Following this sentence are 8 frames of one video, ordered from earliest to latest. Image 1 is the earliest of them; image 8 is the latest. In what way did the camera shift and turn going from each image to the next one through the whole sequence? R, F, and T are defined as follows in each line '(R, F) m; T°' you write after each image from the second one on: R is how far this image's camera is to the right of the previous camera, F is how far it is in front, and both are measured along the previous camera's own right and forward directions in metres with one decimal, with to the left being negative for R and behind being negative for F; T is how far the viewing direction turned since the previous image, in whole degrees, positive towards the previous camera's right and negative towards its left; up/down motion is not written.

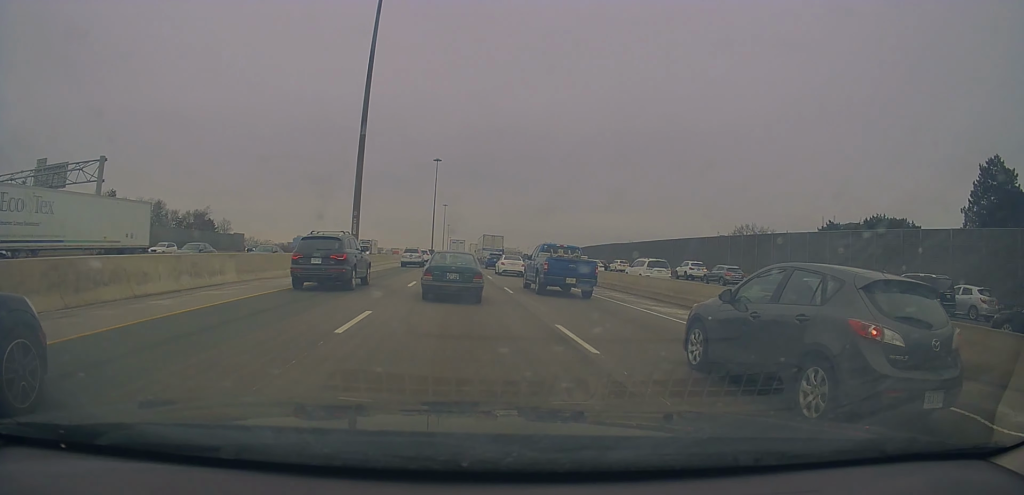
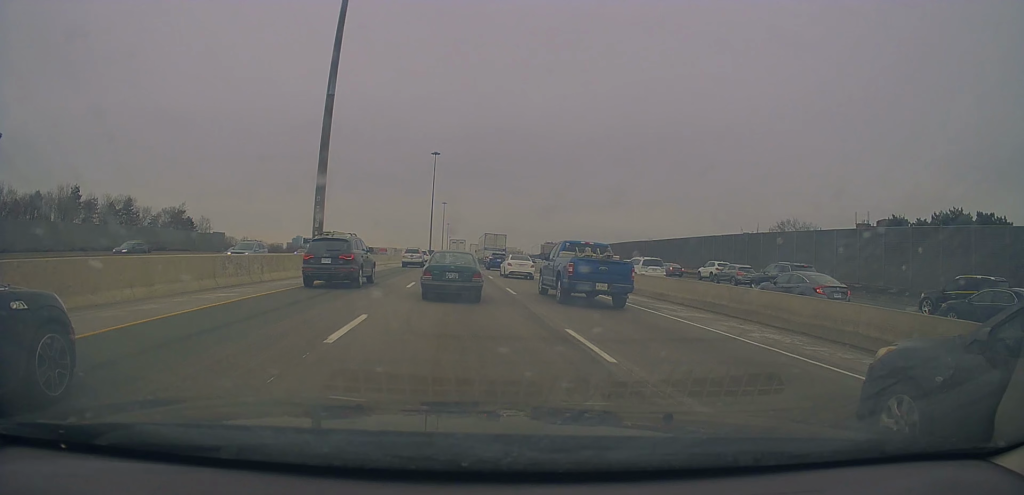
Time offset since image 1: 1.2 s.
(0.0, +13.5) m; +1°
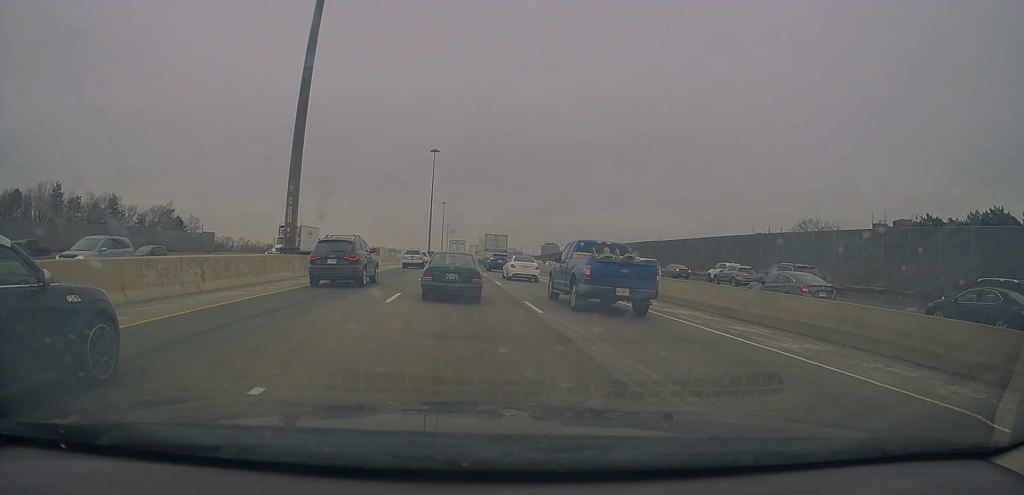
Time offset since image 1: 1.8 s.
(+0.1, +6.6) m; 0°
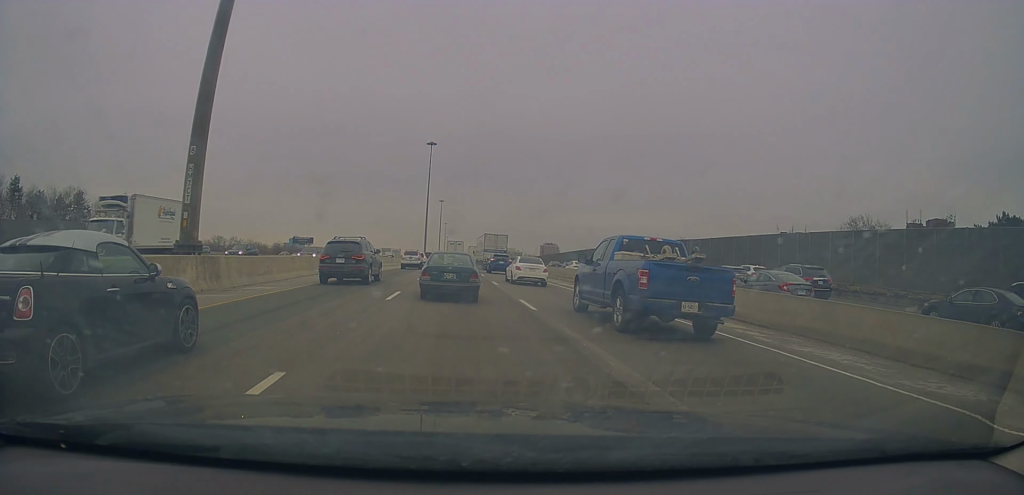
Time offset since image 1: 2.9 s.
(0.0, +12.4) m; 0°
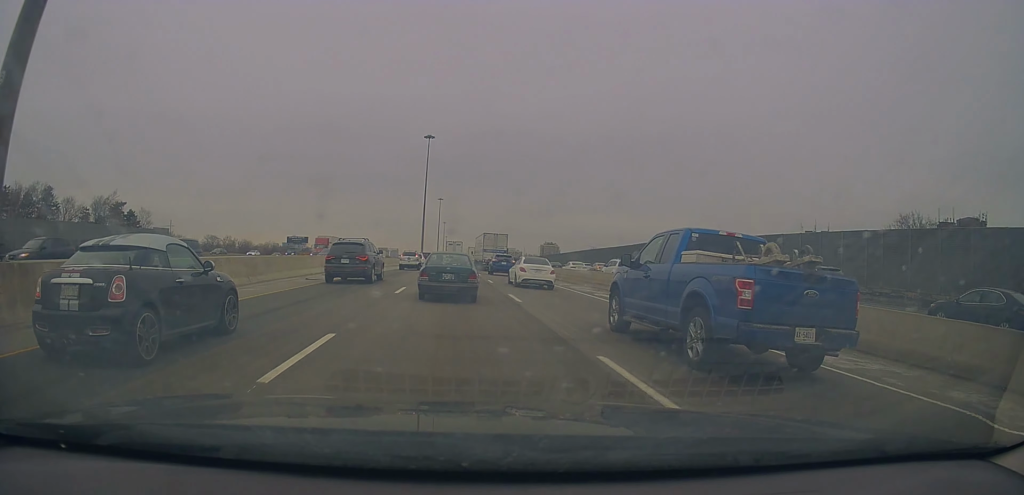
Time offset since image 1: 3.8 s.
(+0.1, +10.1) m; 0°
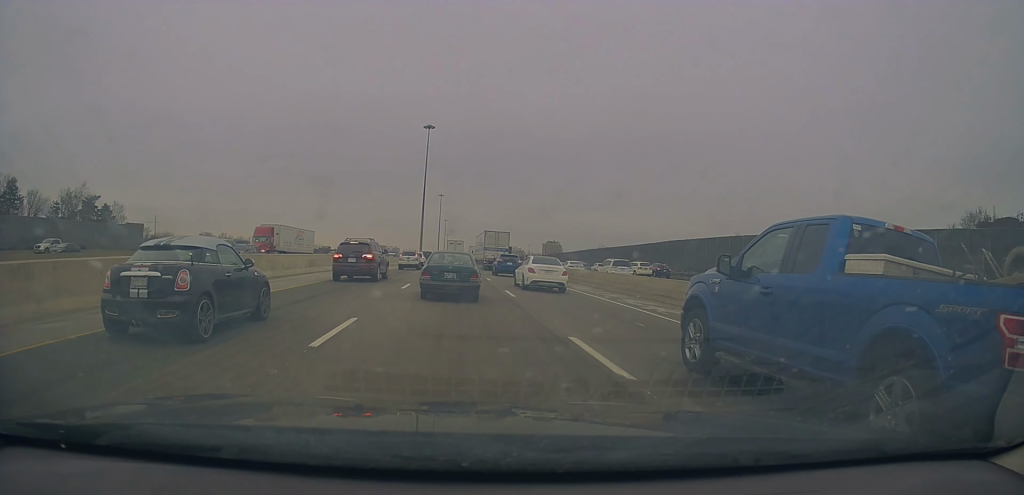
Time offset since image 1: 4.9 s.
(-0.1, +11.3) m; -1°
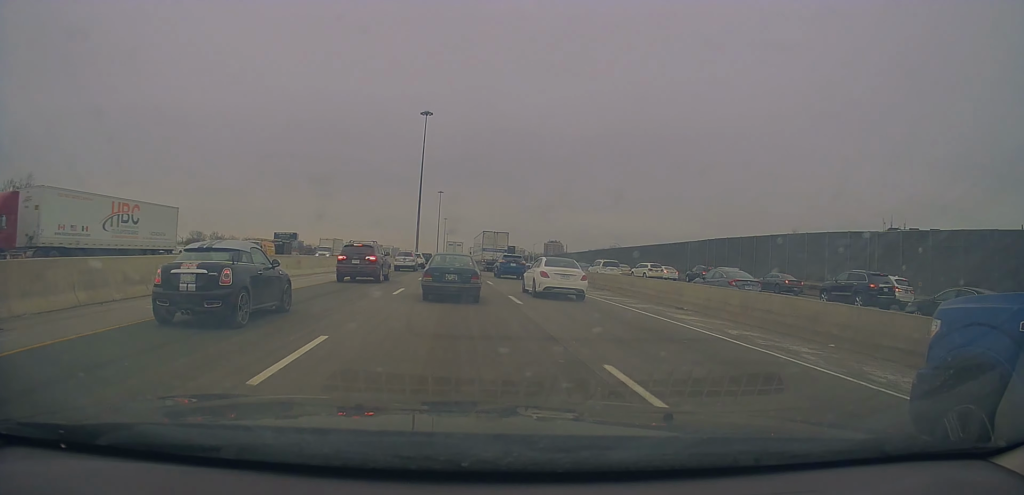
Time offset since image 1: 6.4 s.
(0.0, +16.3) m; +2°
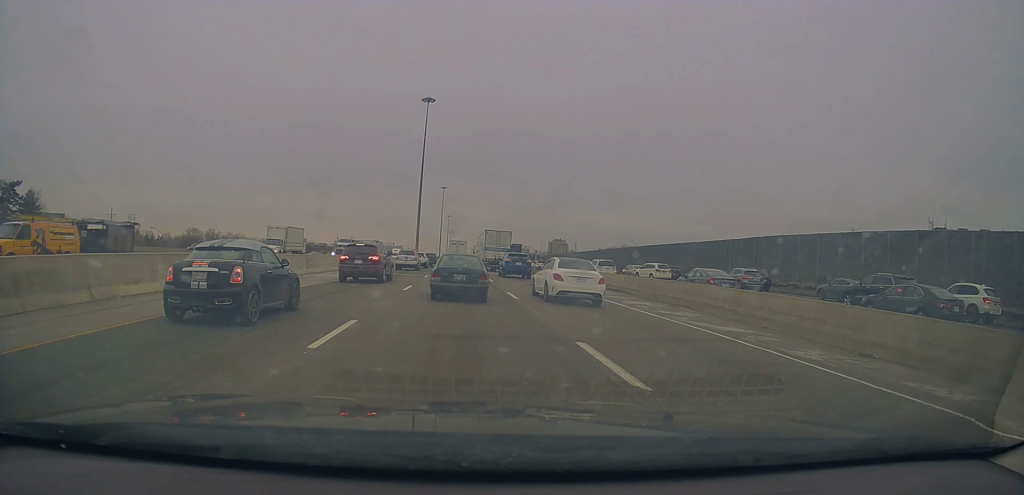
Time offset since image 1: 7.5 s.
(+0.2, +12.4) m; 0°
